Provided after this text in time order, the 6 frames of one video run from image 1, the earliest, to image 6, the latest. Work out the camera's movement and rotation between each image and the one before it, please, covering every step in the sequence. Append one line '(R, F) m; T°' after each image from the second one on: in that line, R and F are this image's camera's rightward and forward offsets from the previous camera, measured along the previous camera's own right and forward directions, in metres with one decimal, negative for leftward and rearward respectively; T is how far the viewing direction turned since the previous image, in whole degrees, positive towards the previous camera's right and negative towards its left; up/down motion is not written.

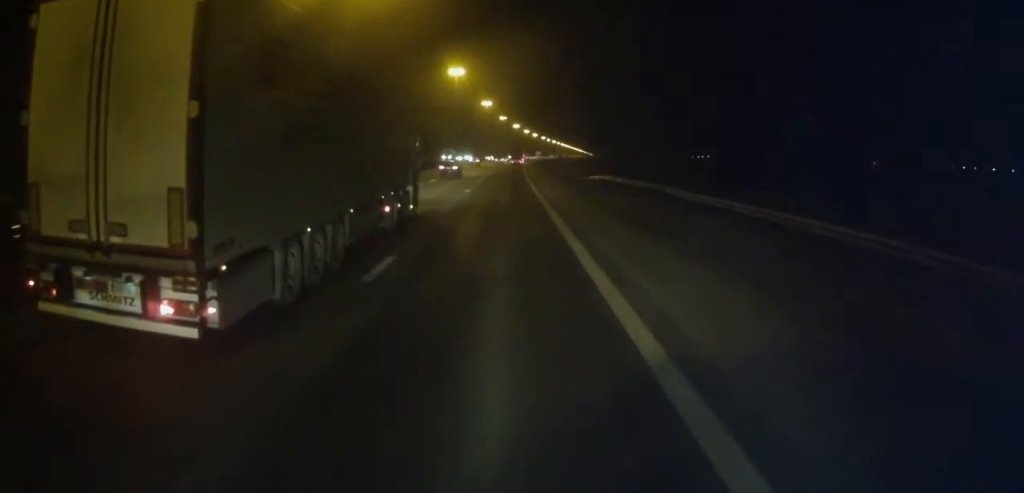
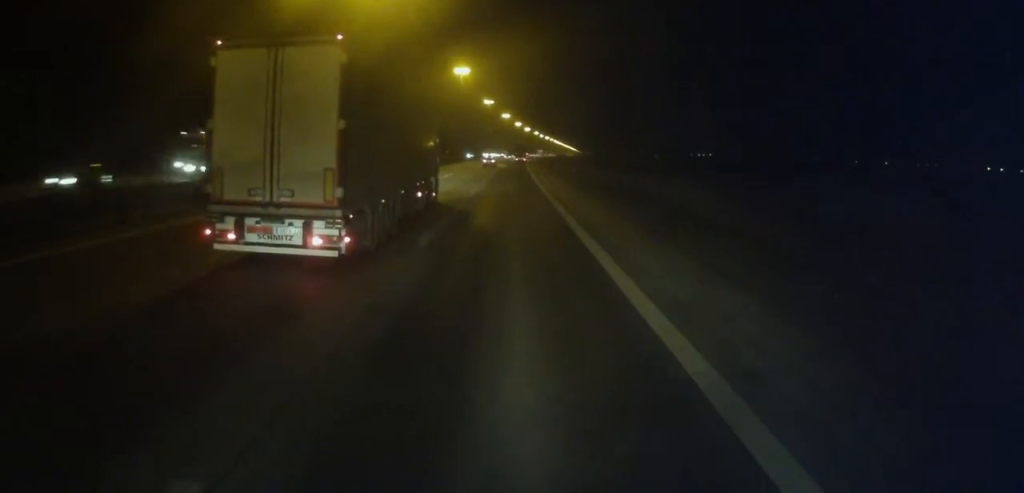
(0.0, +83.7) m; +1°
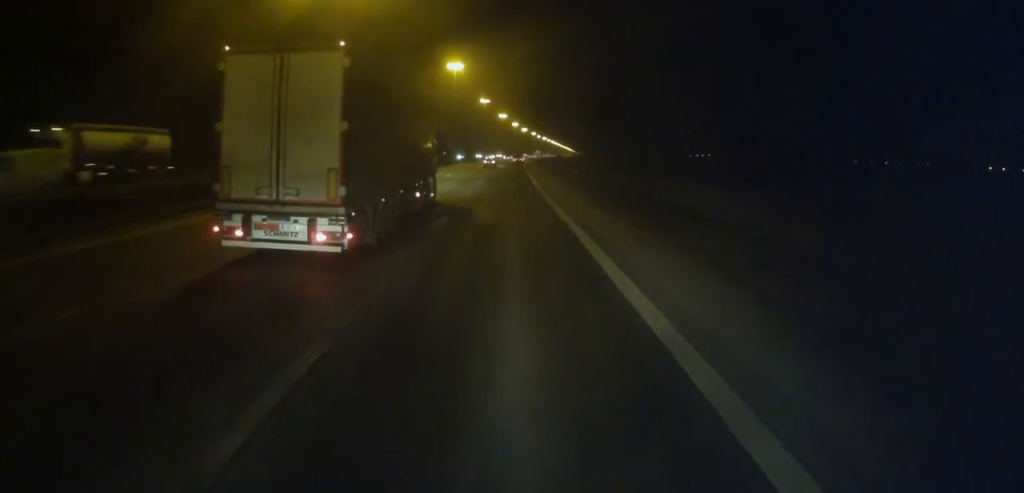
(-0.1, +9.3) m; 0°
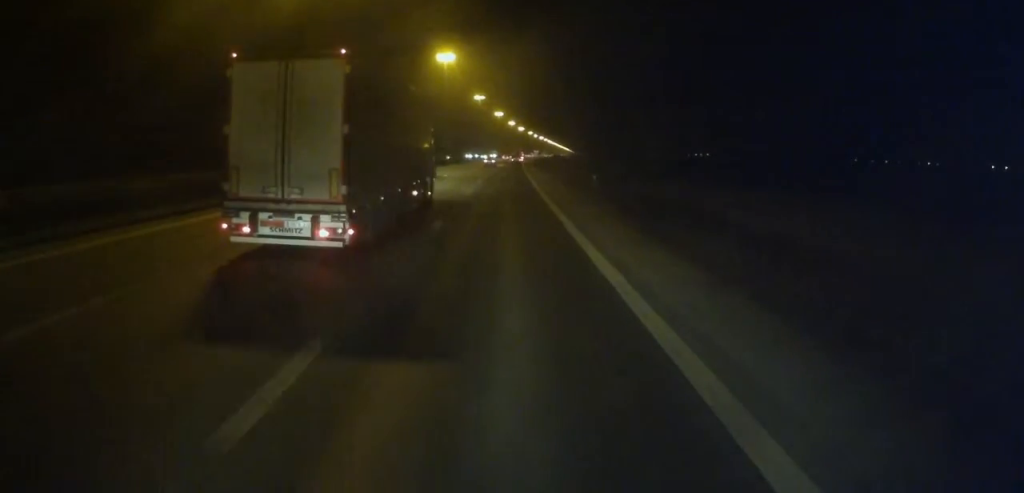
(-0.3, +12.4) m; 0°
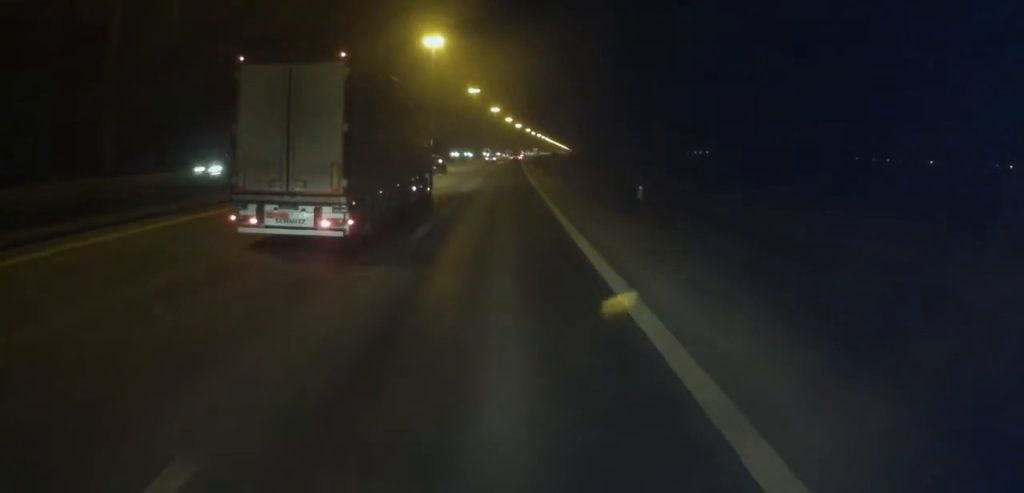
(+0.2, +15.5) m; 0°
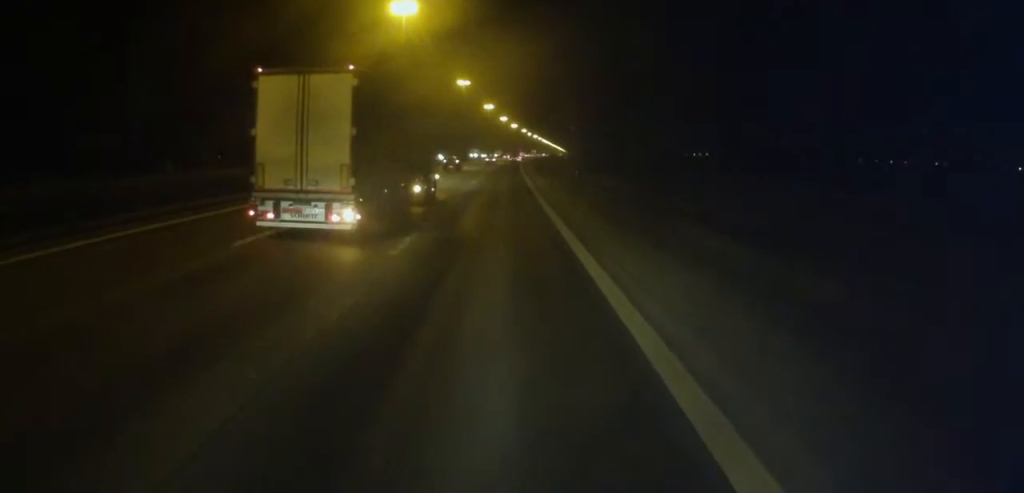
(-0.1, +26.4) m; 0°
